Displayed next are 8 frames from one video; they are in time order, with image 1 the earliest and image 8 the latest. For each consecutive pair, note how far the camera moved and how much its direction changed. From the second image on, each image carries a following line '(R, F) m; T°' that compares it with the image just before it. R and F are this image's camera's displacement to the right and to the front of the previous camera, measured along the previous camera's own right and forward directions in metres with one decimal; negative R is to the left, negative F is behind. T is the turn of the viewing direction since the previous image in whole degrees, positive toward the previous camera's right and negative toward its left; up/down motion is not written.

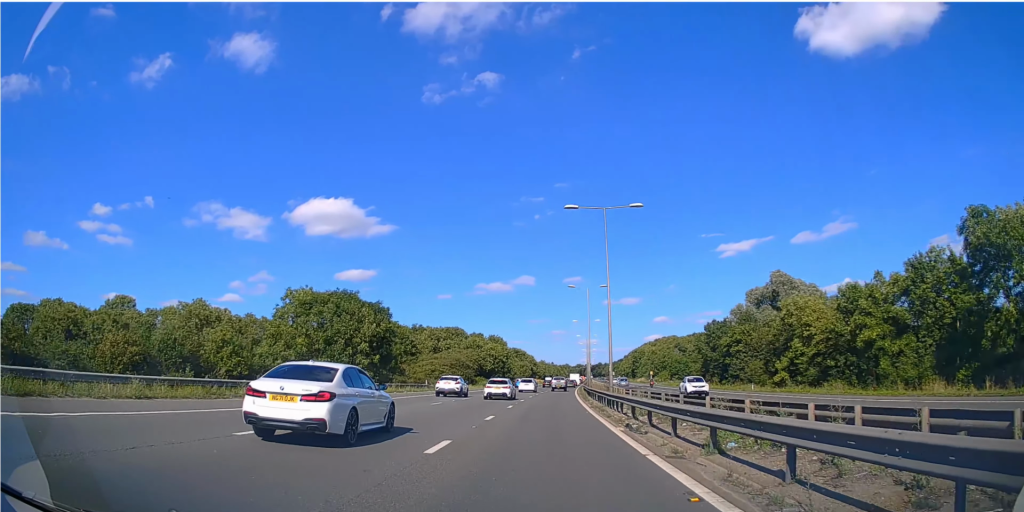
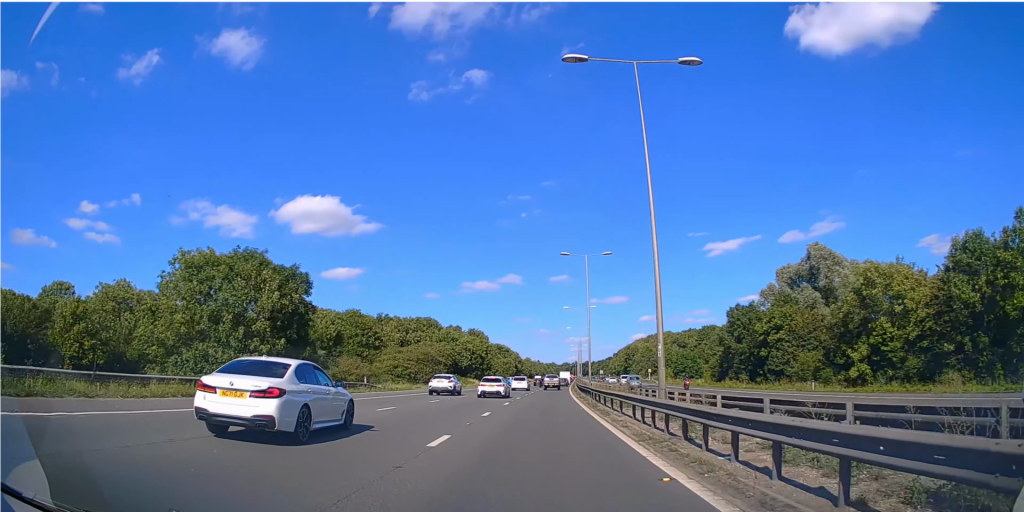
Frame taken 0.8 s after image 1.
(+0.1, +17.5) m; +2°
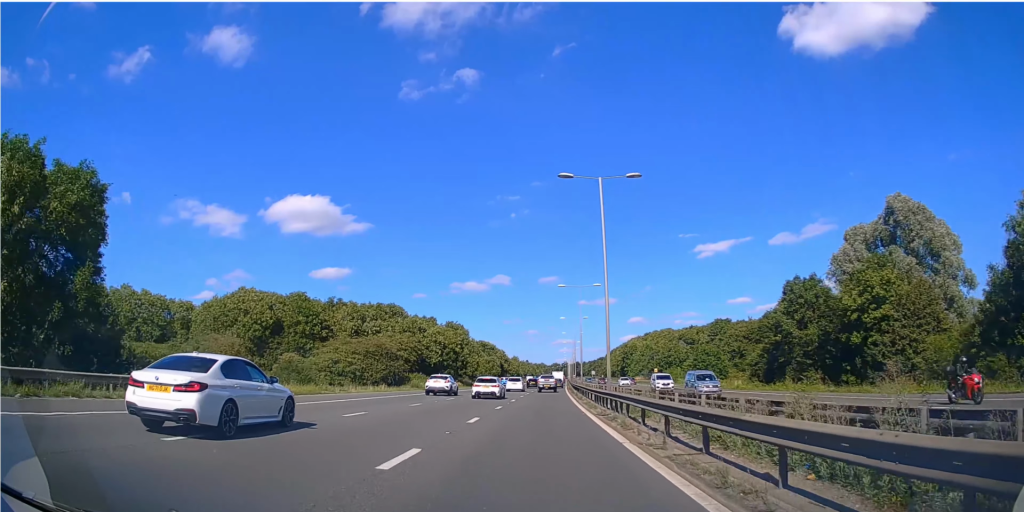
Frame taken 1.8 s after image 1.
(+0.6, +20.9) m; +2°
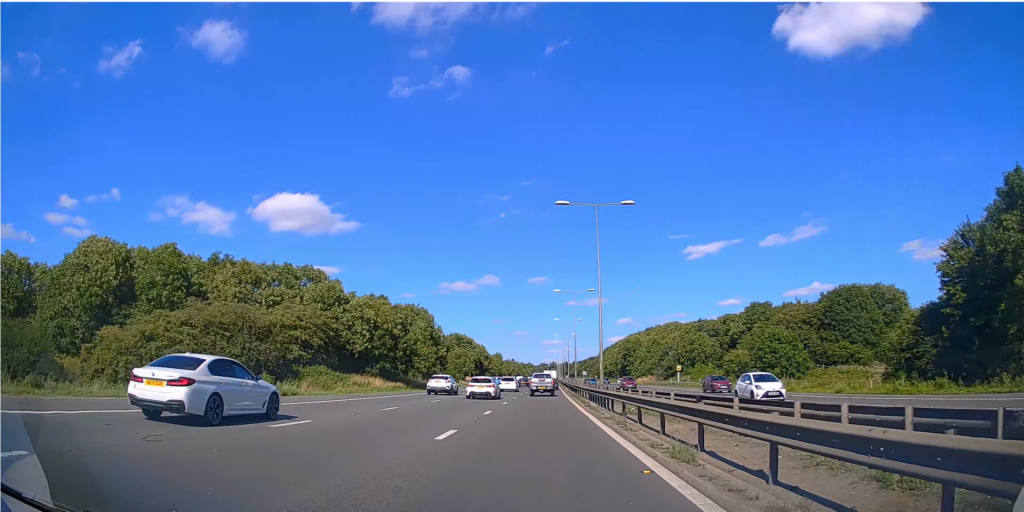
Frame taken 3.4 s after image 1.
(-0.1, +31.0) m; 0°
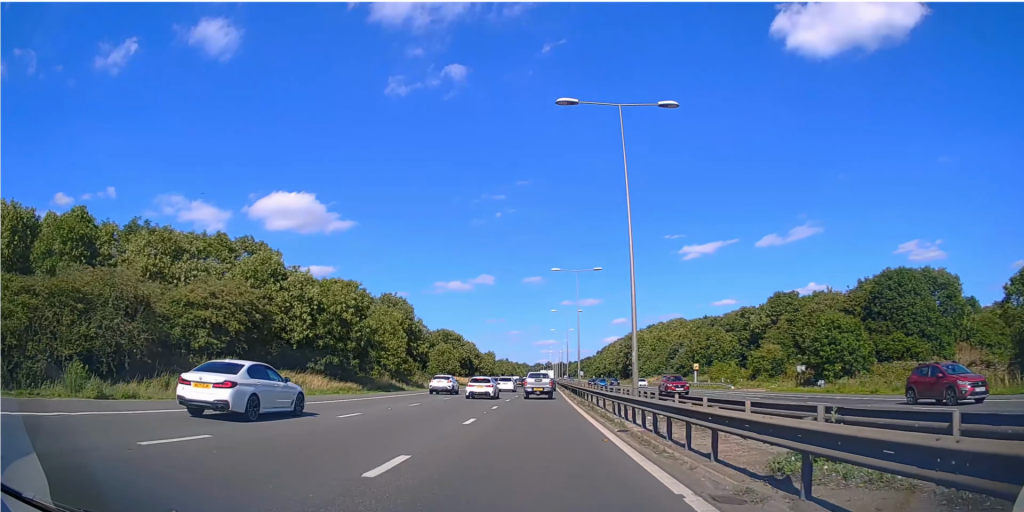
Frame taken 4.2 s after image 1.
(0.0, +12.9) m; +1°
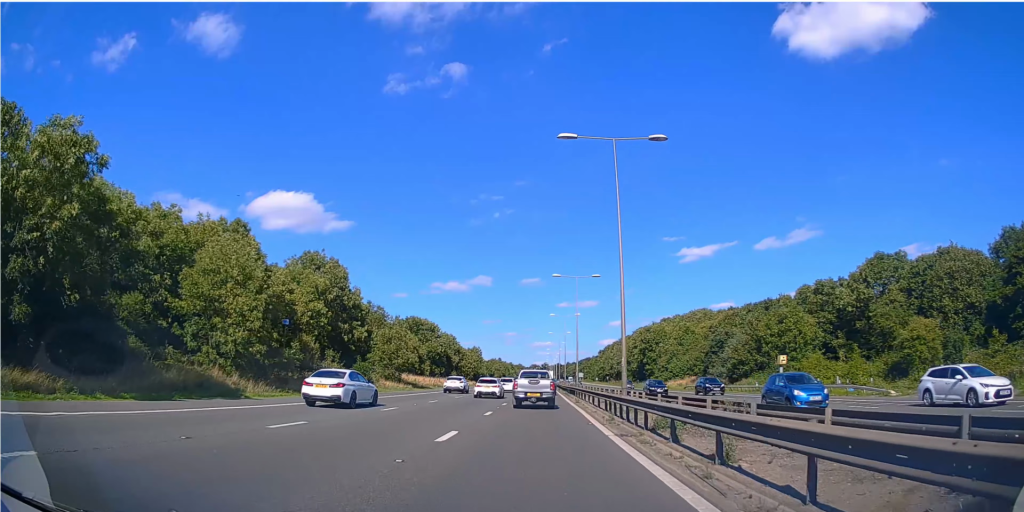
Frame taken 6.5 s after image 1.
(+0.4, +30.1) m; 0°
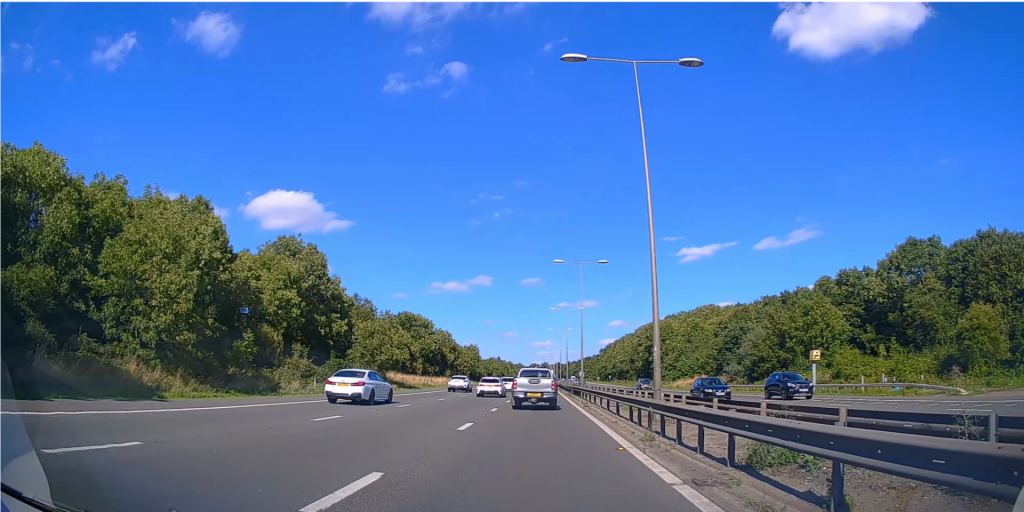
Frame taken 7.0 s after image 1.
(0.0, +6.0) m; 0°
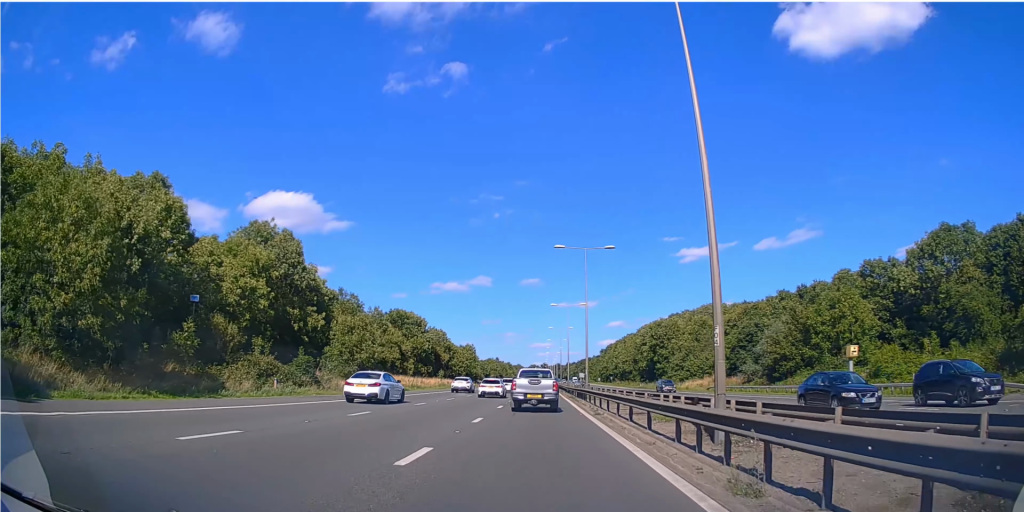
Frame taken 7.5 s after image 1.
(0.0, +5.1) m; +1°
